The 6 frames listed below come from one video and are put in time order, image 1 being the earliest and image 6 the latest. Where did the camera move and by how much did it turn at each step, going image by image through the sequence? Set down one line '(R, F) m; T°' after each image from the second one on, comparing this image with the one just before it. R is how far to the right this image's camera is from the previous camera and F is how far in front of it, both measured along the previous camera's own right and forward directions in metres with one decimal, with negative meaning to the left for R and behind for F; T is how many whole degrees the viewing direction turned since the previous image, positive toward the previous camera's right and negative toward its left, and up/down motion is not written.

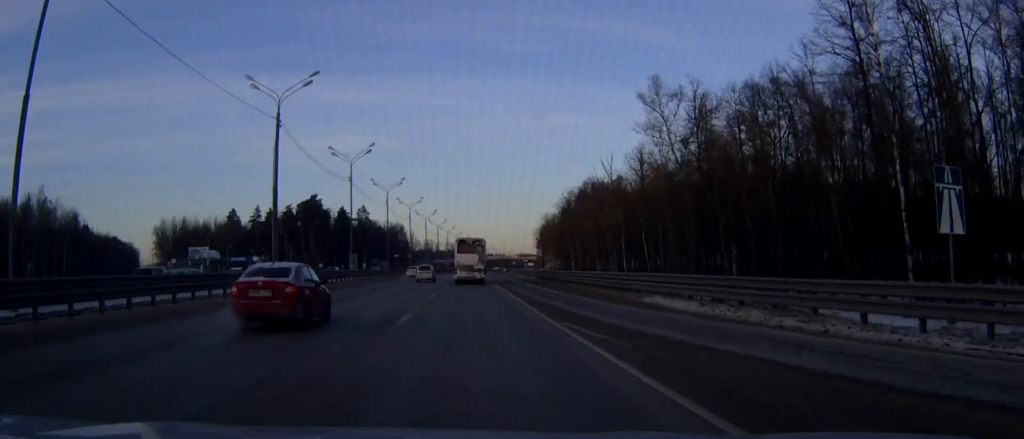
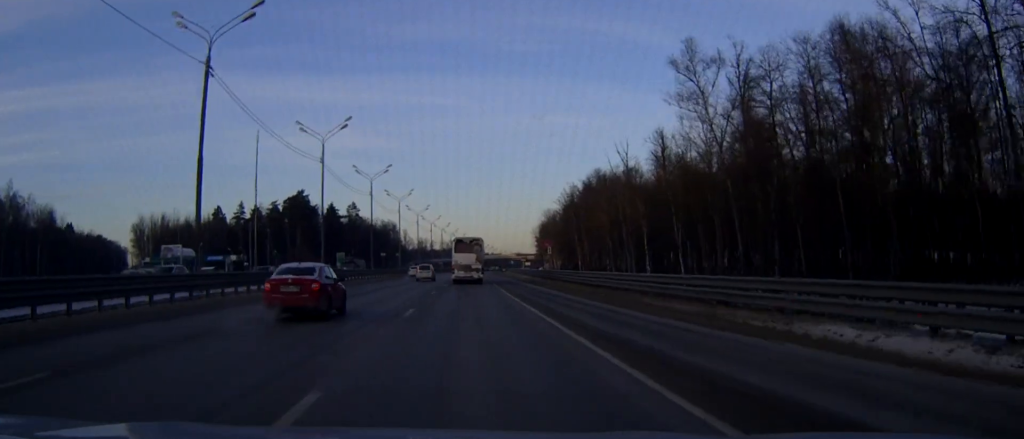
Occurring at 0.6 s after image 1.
(0.0, +14.1) m; 0°
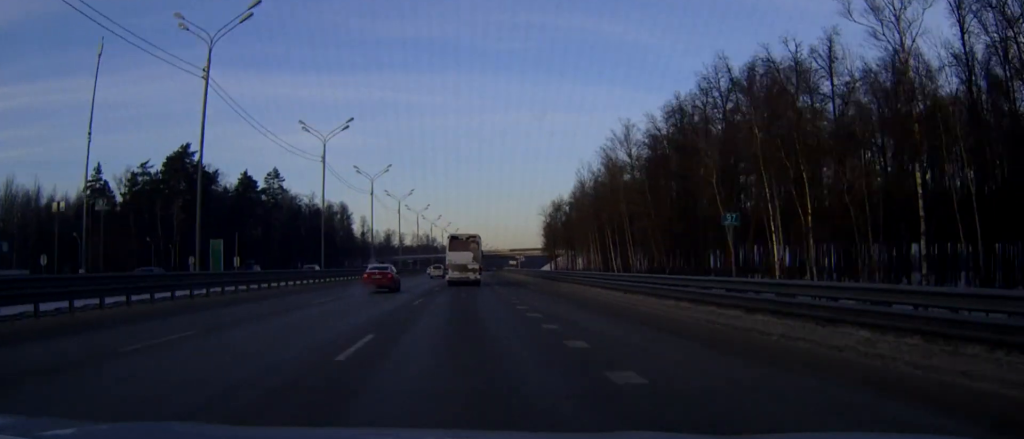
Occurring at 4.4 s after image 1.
(+1.4, +89.2) m; +2°
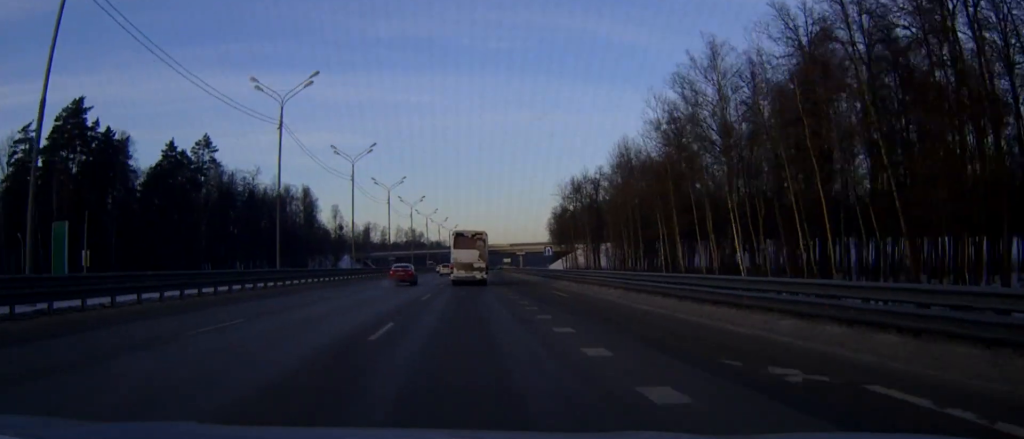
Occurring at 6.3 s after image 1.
(+0.3, +45.1) m; +1°
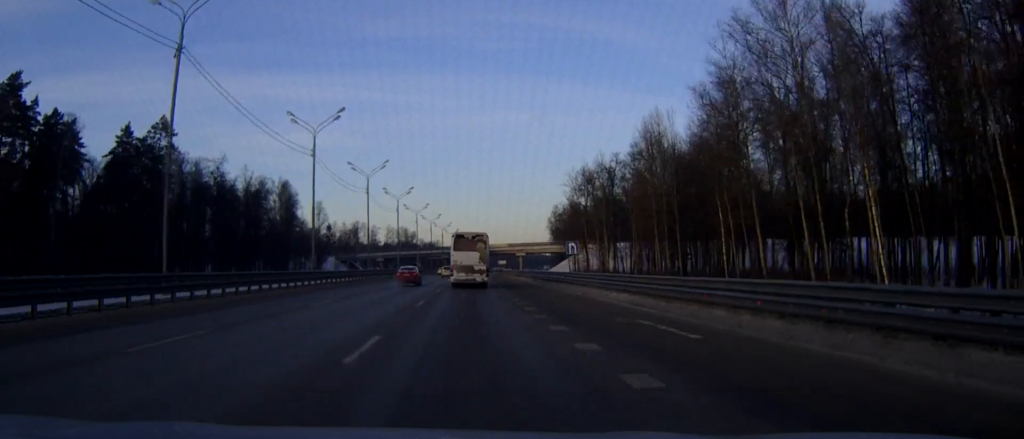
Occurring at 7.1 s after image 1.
(0.0, +18.8) m; 0°
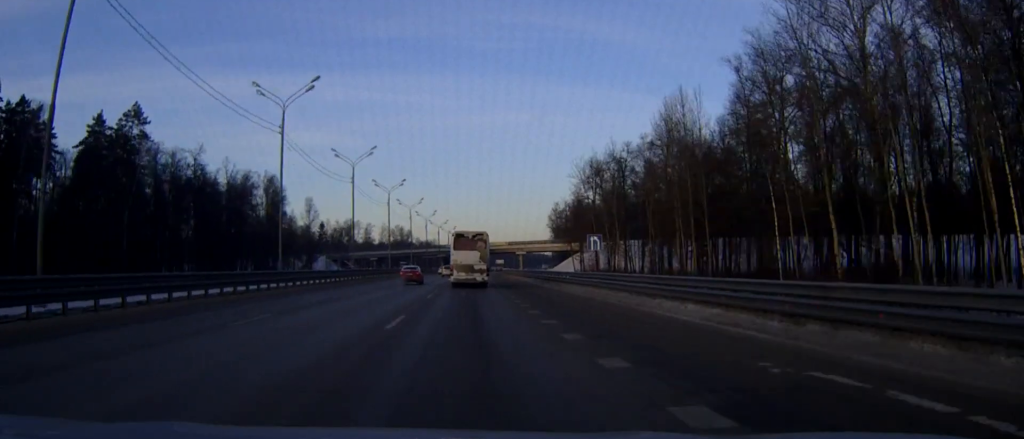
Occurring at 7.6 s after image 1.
(+0.1, +10.2) m; 0°
